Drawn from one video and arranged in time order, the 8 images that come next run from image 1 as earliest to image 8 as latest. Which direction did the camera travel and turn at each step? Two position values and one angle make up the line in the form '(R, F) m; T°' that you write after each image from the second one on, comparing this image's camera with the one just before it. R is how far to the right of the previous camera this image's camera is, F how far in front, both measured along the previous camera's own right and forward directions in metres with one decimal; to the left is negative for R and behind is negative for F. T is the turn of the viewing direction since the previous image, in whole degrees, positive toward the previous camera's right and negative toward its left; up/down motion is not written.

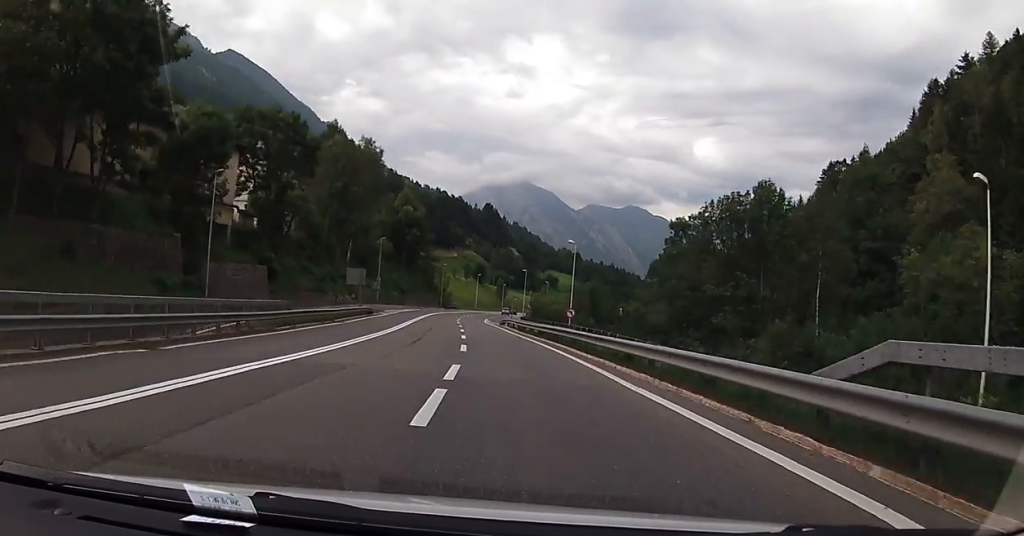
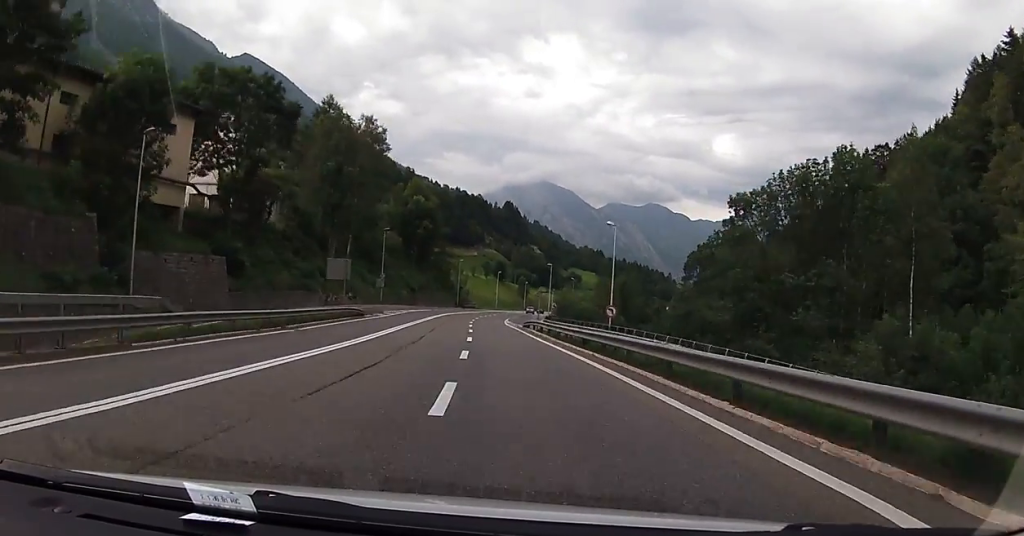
(-0.2, +12.0) m; -1°
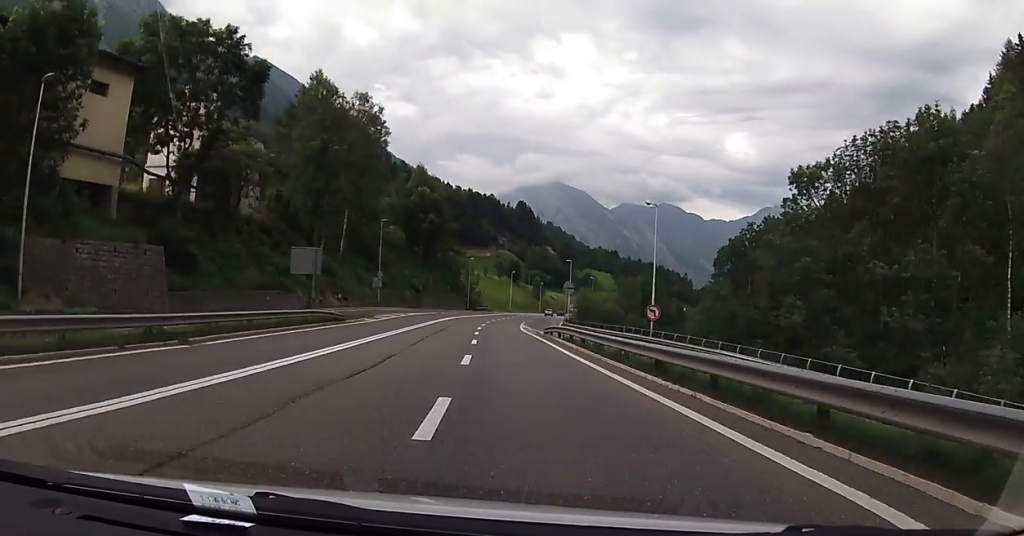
(-0.1, +9.7) m; -1°
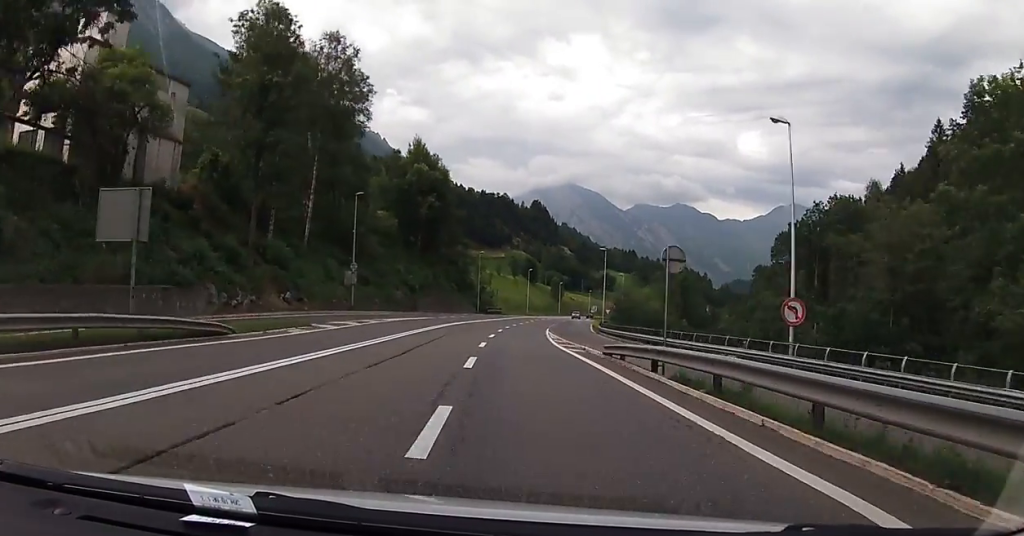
(-0.2, +20.4) m; 0°
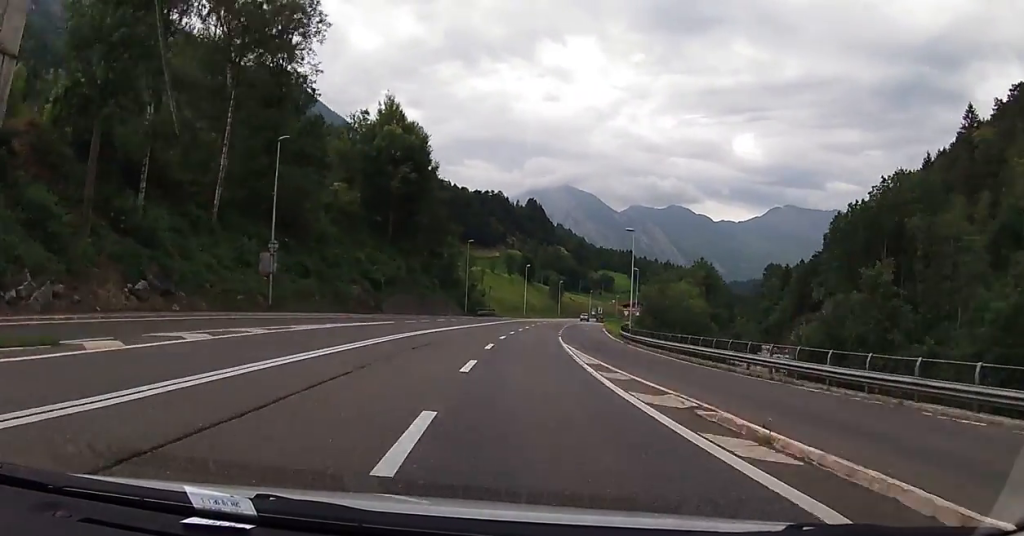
(0.0, +20.2) m; +1°
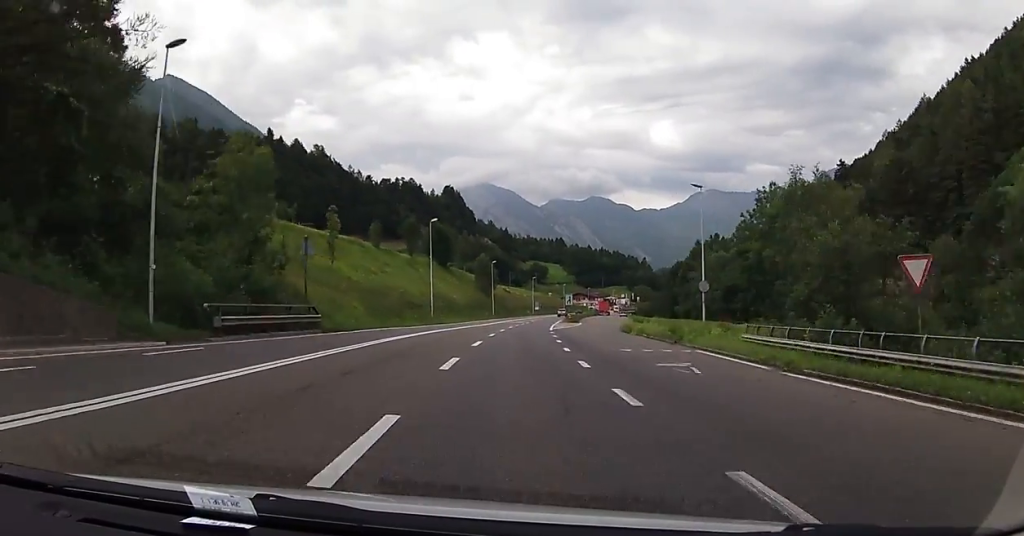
(+3.1, +66.5) m; +7°
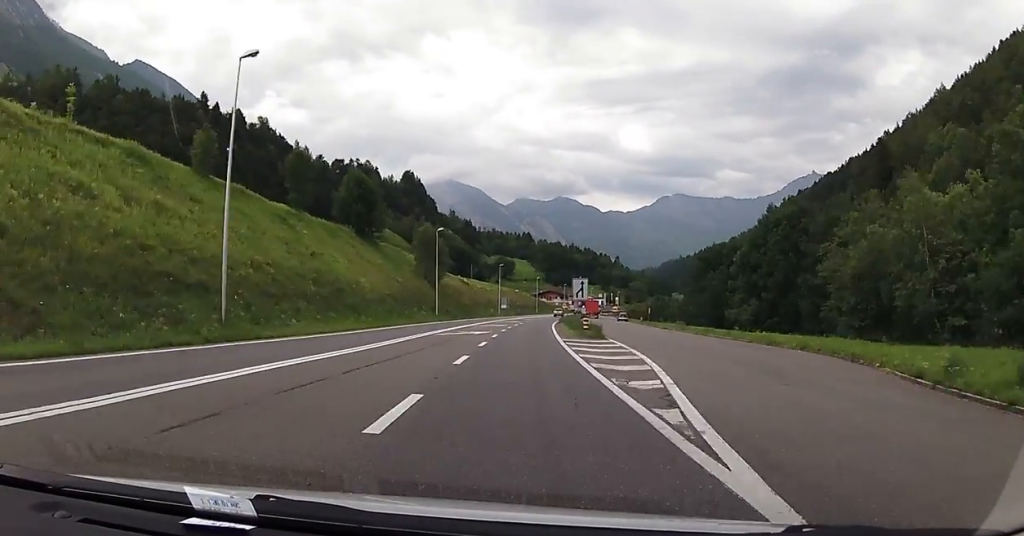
(+1.5, +41.0) m; +4°
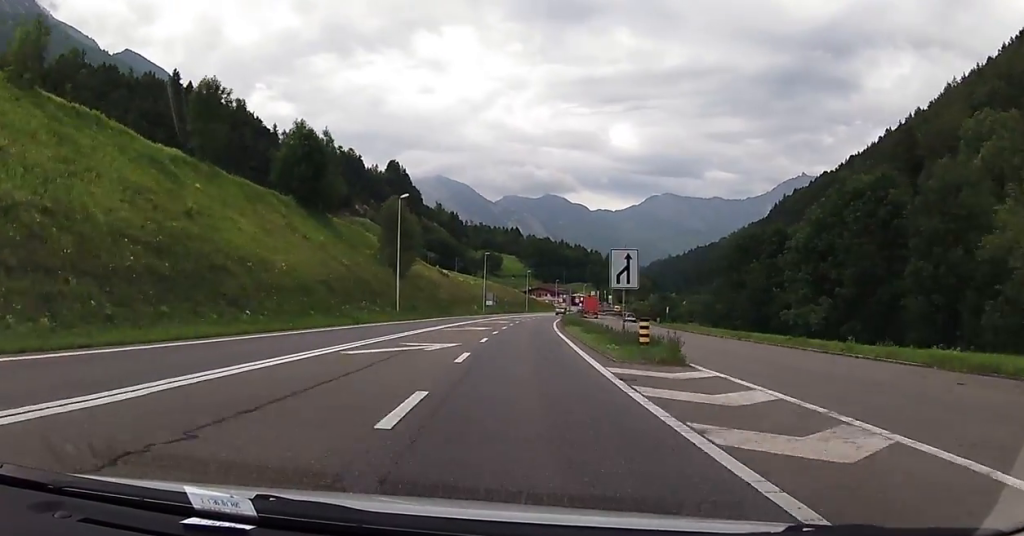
(+0.2, +17.3) m; +1°
